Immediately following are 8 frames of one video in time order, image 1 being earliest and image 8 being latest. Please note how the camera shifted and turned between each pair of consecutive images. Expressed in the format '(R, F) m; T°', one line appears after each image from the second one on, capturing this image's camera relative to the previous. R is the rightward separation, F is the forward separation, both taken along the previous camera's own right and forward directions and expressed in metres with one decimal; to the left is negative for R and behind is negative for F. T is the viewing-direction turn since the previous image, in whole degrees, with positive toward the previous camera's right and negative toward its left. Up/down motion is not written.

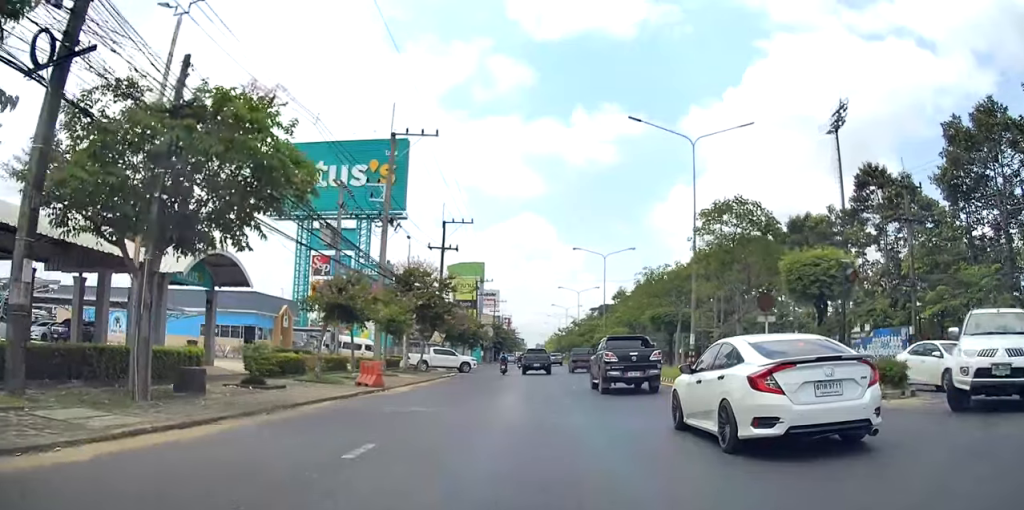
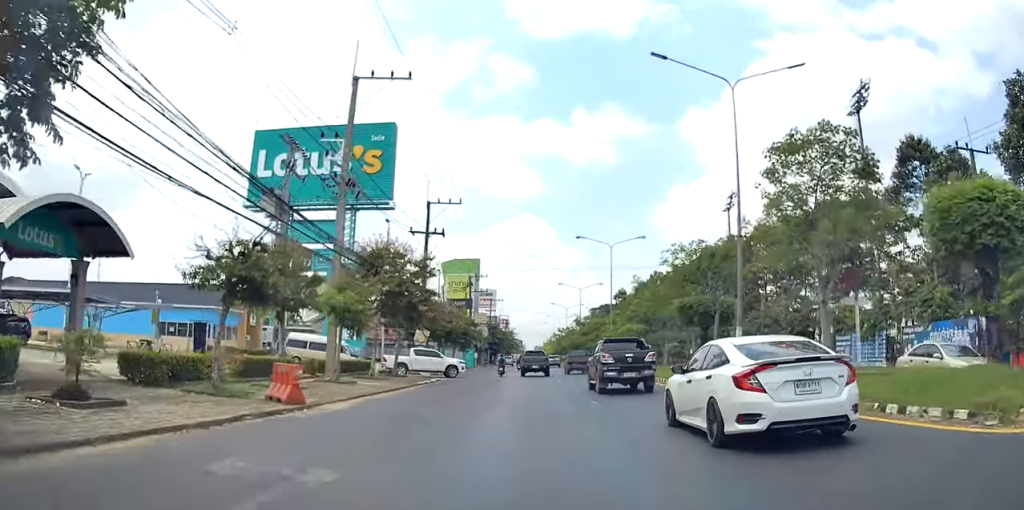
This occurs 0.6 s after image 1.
(0.0, +8.0) m; +1°
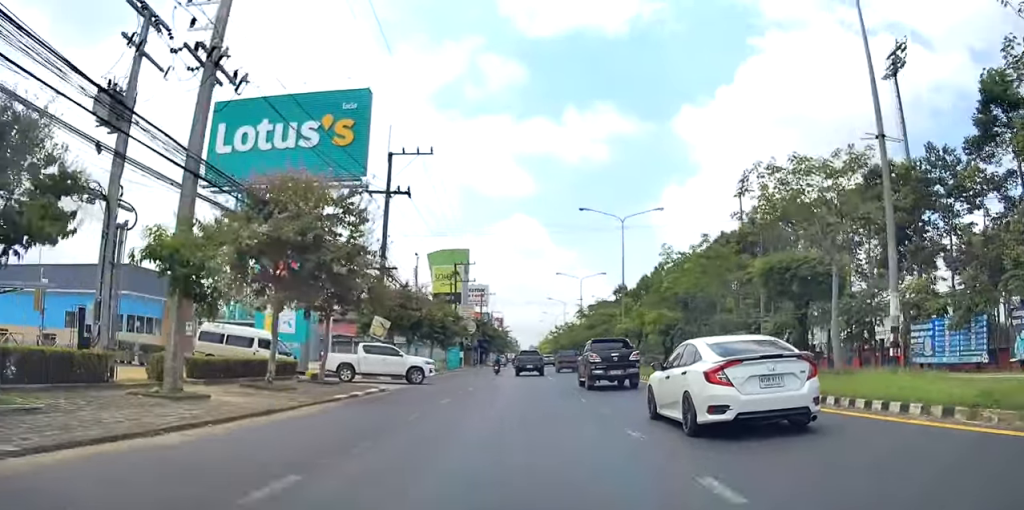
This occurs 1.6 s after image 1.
(+0.2, +11.4) m; +1°
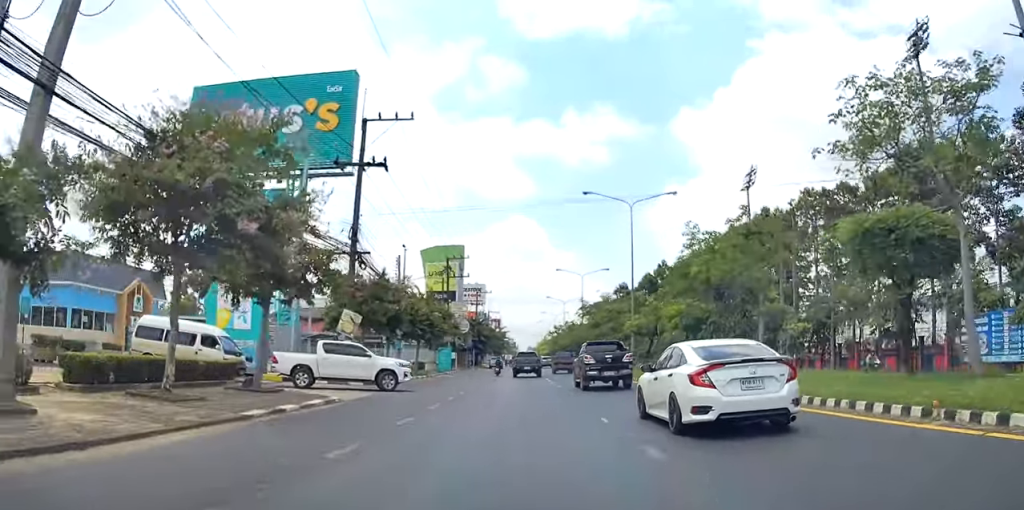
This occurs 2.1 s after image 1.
(0.0, +5.5) m; 0°
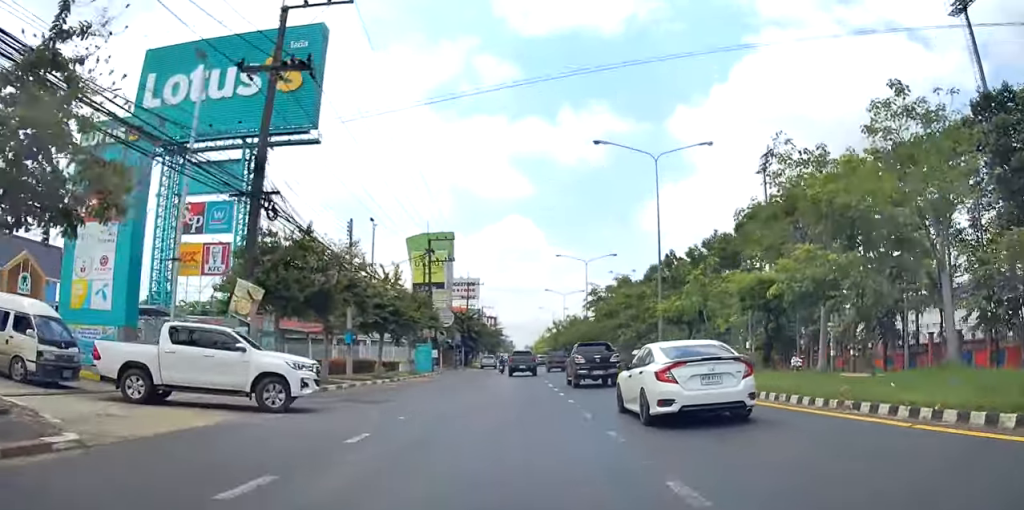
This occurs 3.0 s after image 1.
(0.0, +10.4) m; 0°
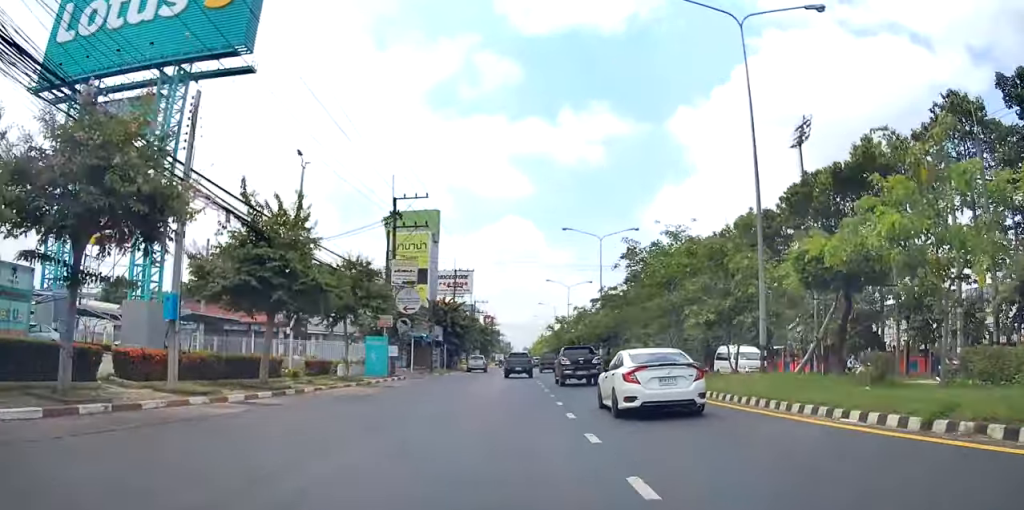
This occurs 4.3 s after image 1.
(0.0, +15.4) m; 0°
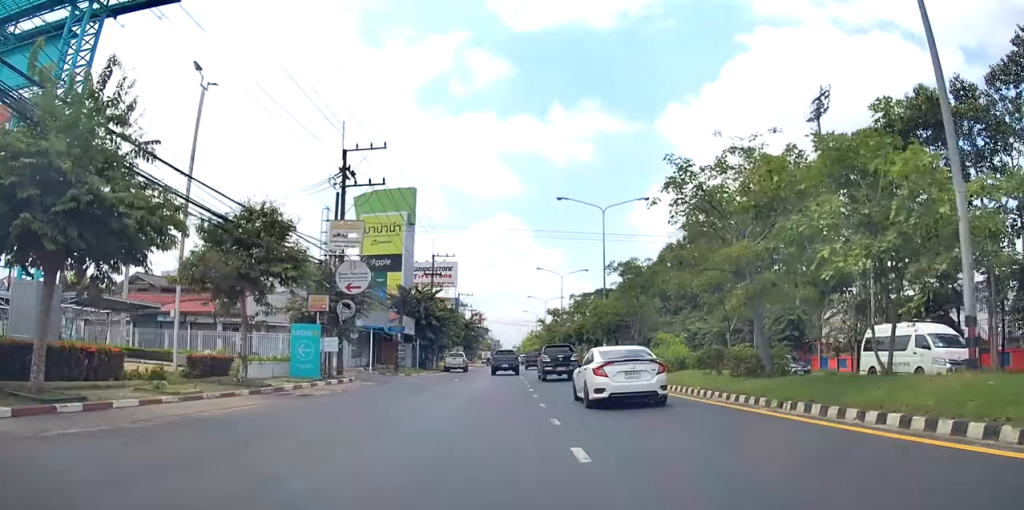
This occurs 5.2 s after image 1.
(0.0, +10.3) m; 0°
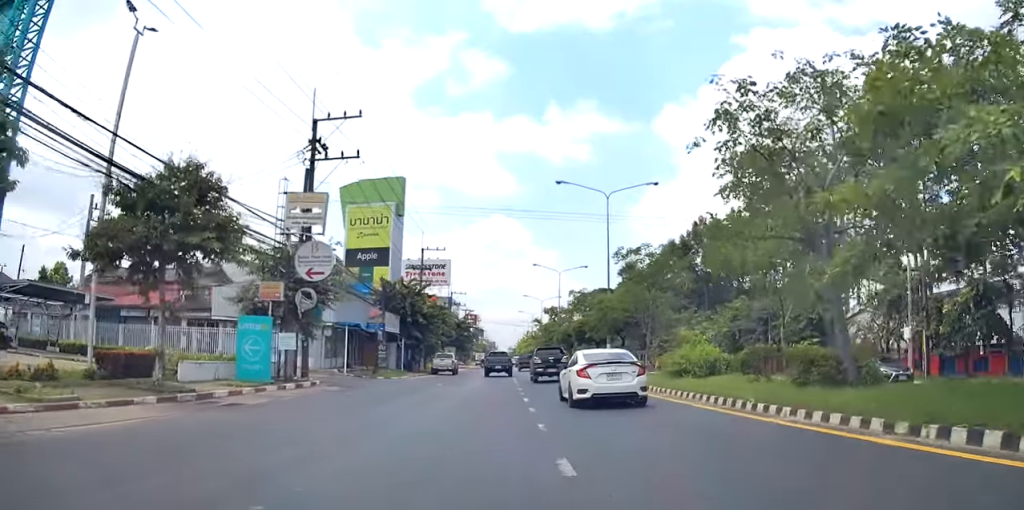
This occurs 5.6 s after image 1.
(0.0, +5.0) m; 0°
